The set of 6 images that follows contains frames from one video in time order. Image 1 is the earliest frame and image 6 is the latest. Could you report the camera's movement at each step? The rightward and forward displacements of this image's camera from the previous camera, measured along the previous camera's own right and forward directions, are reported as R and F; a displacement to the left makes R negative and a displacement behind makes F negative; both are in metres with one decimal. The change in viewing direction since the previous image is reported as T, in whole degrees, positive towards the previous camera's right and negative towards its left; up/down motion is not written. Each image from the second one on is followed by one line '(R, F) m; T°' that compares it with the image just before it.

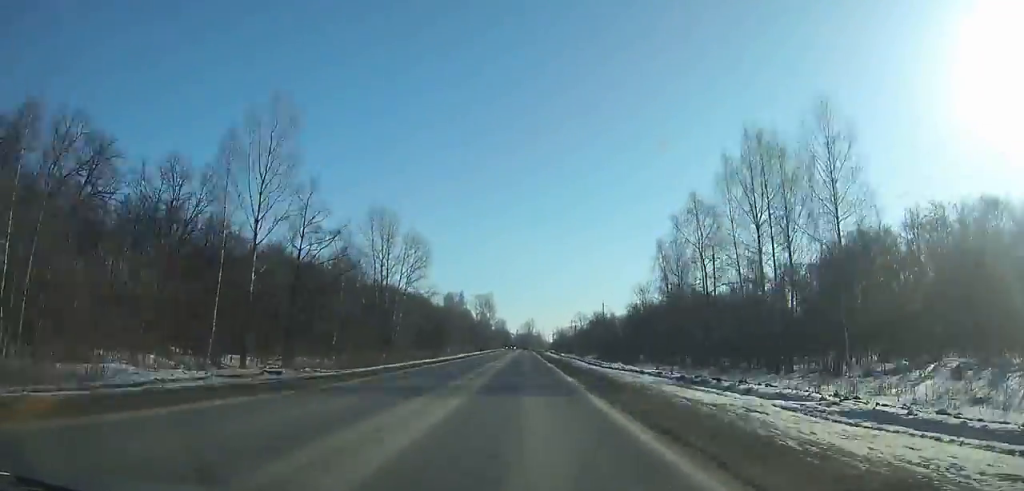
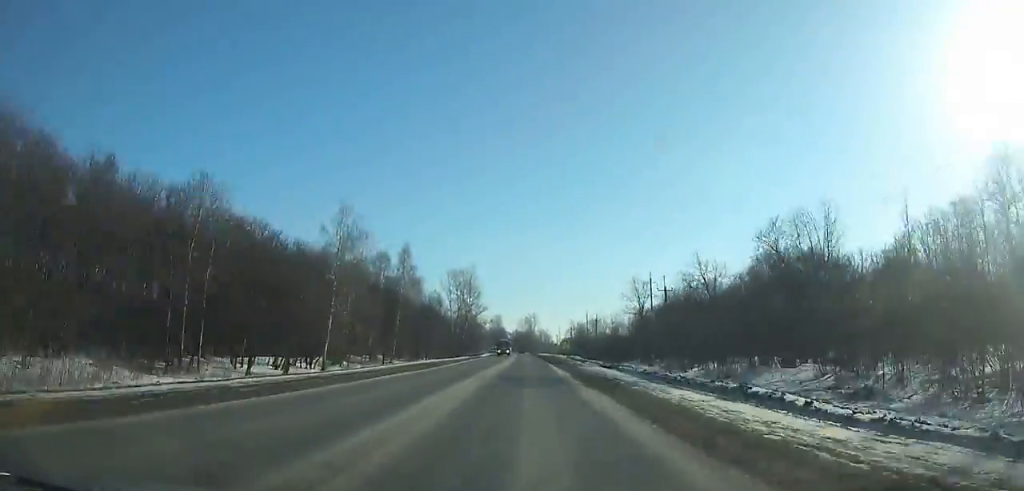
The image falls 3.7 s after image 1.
(+0.5, +98.6) m; 0°
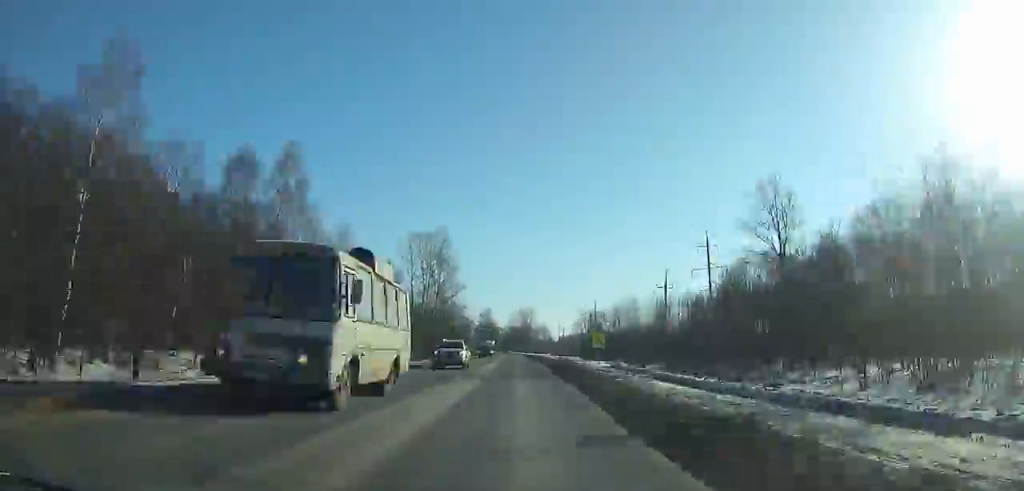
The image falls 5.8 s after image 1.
(0.0, +55.5) m; -1°
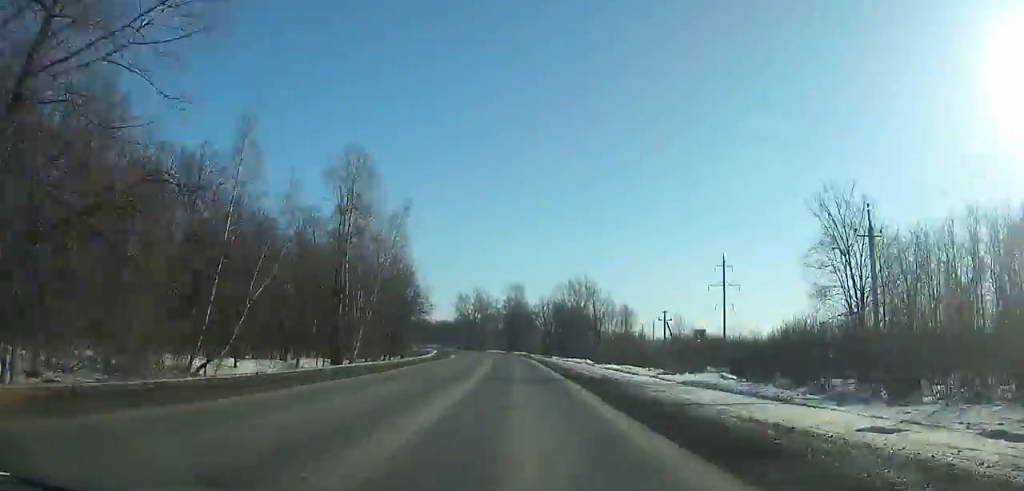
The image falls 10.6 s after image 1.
(-2.5, +125.7) m; -5°
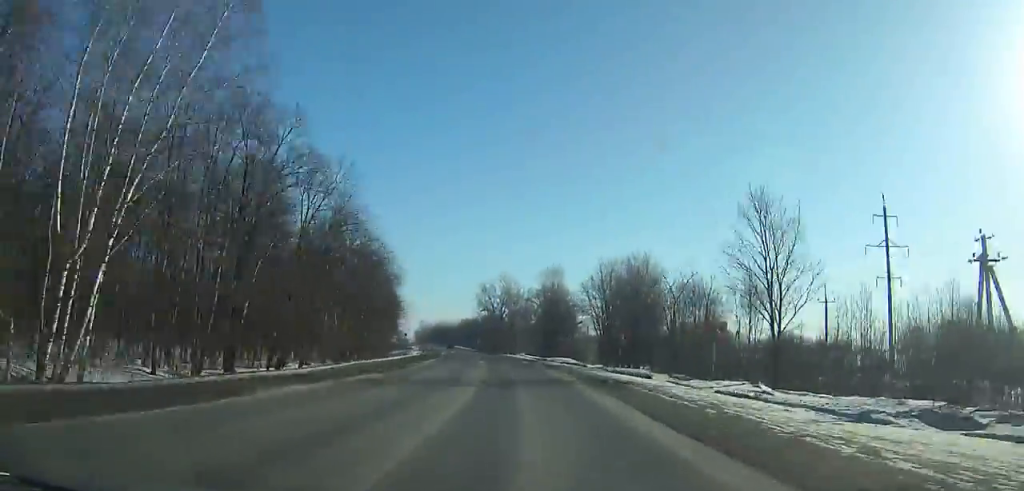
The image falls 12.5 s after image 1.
(-2.1, +49.1) m; -4°
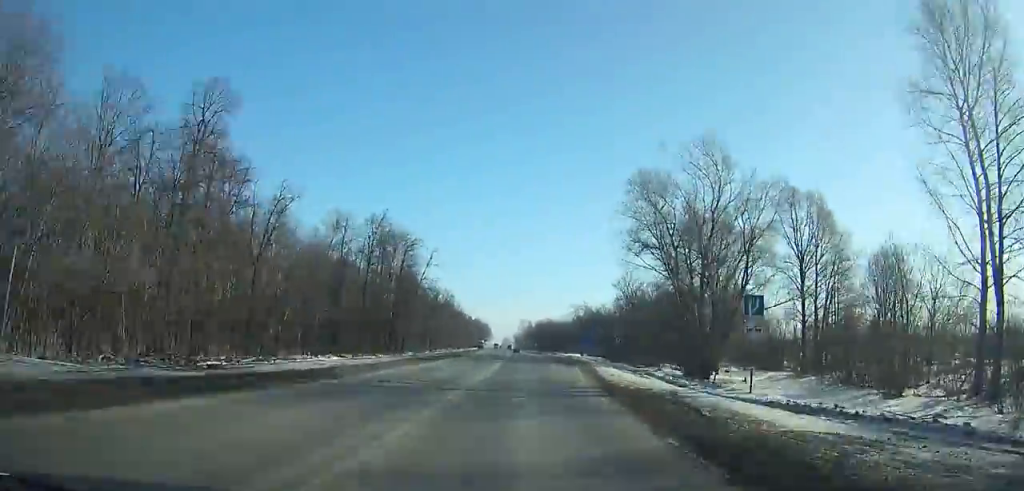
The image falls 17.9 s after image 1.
(-12.6, +138.6) m; -8°
